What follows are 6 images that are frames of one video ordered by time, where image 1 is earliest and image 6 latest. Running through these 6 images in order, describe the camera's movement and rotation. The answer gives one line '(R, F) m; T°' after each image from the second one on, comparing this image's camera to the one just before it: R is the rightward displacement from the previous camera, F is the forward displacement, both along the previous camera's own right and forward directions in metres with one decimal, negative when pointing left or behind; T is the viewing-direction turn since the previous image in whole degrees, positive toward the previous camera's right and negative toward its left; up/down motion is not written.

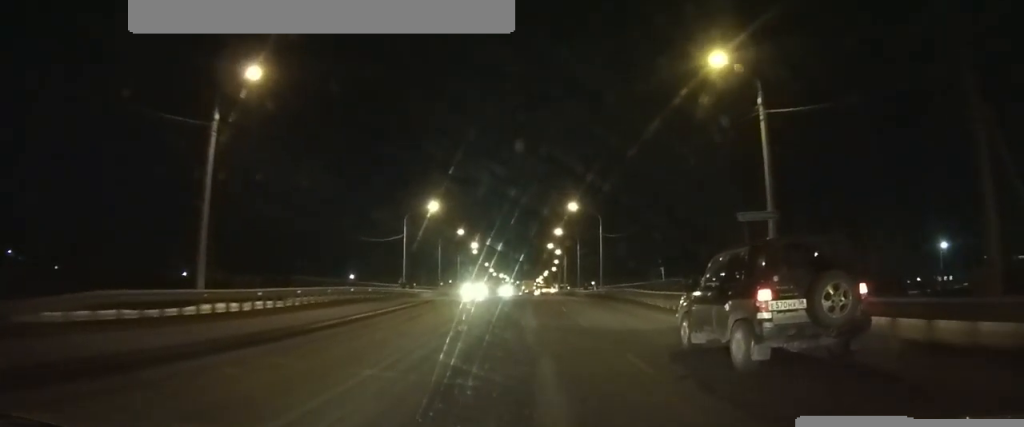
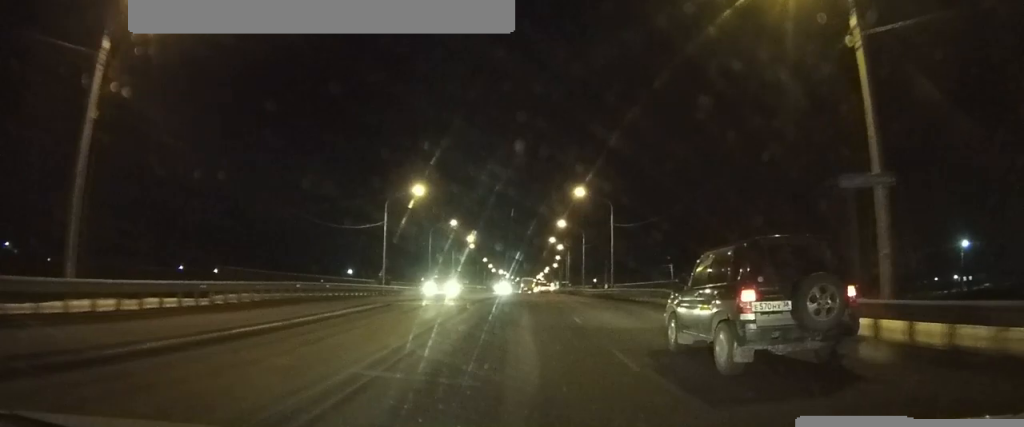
(0.0, +8.0) m; -1°
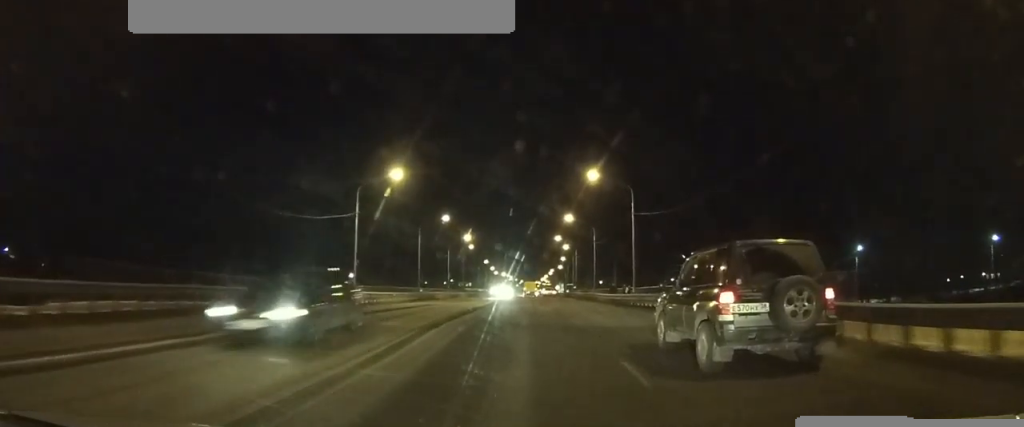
(-0.1, +8.8) m; -1°
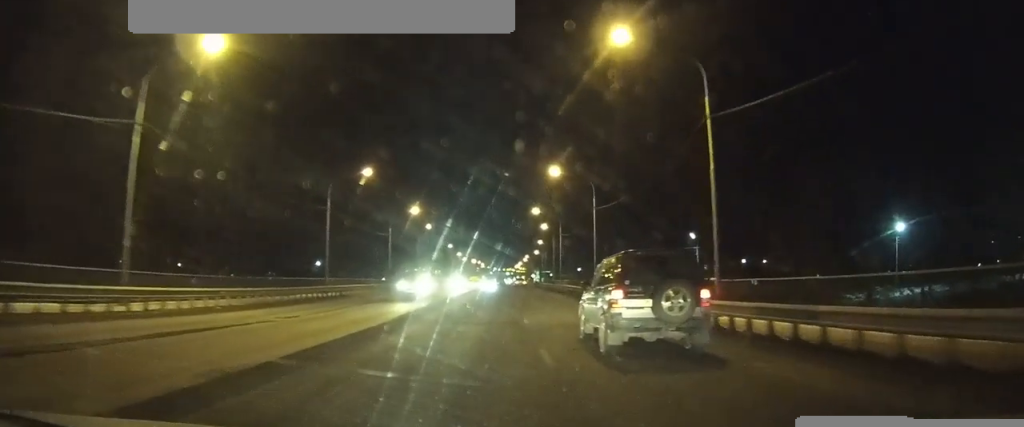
(-0.1, +19.7) m; +1°
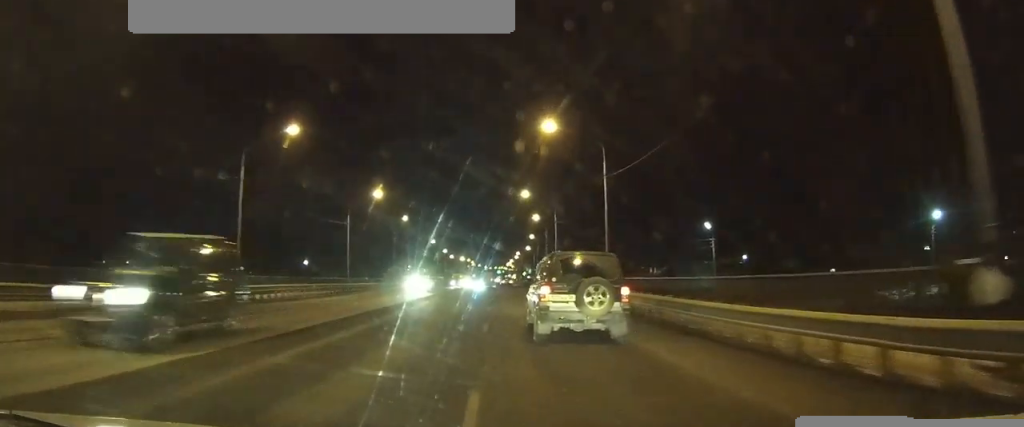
(+0.2, +10.9) m; +2°
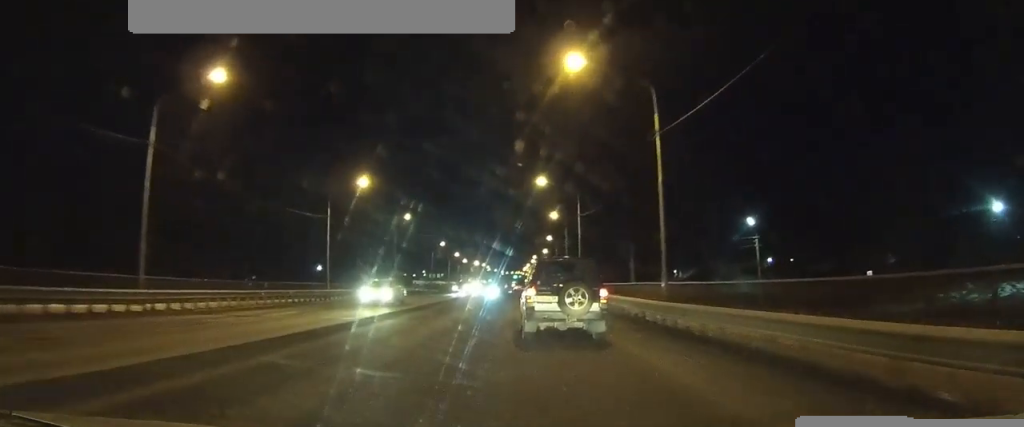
(+0.1, +9.8) m; +1°
